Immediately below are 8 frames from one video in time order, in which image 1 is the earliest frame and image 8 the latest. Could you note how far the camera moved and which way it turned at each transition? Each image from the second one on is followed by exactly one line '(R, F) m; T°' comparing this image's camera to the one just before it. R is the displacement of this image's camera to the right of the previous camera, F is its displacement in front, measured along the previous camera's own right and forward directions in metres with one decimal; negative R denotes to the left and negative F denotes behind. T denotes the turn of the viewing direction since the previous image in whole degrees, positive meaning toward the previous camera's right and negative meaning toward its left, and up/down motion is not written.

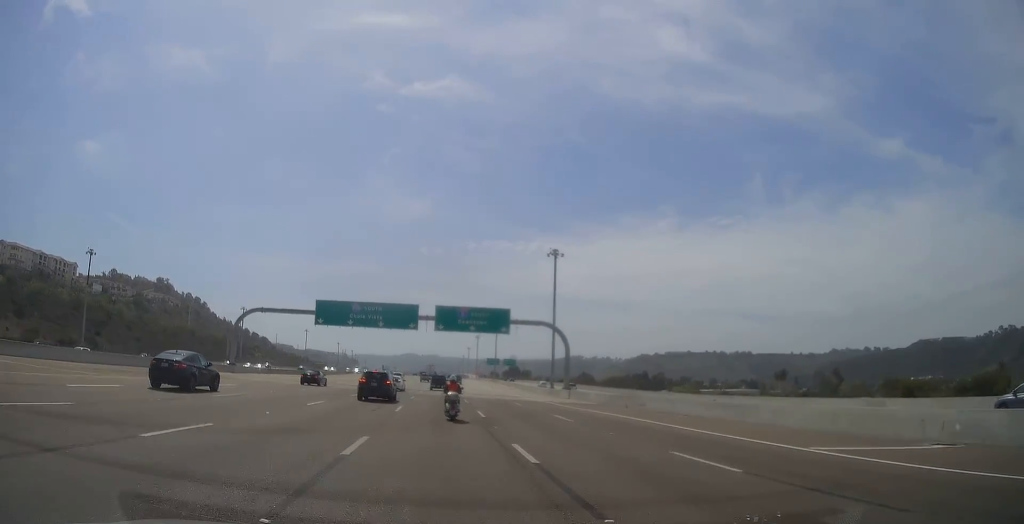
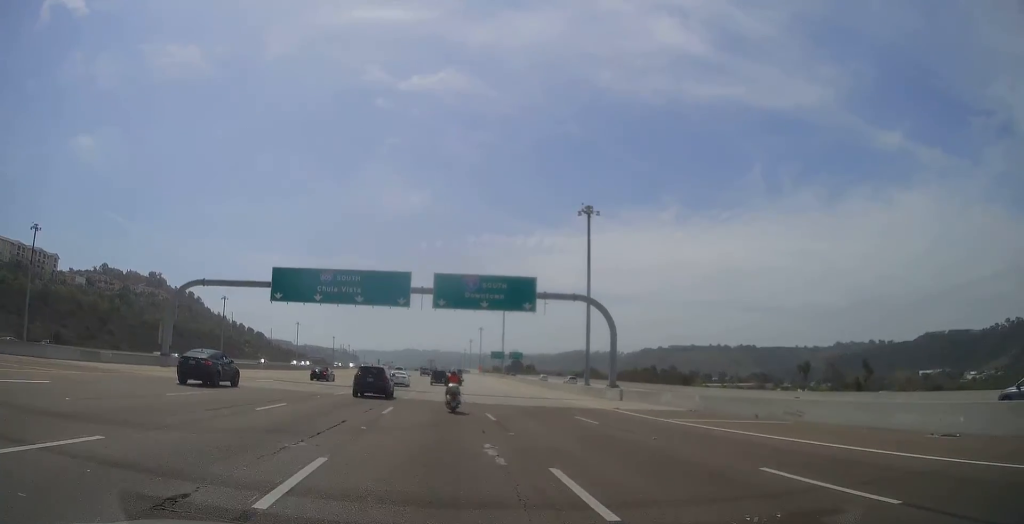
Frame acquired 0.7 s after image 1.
(-0.1, +19.9) m; 0°
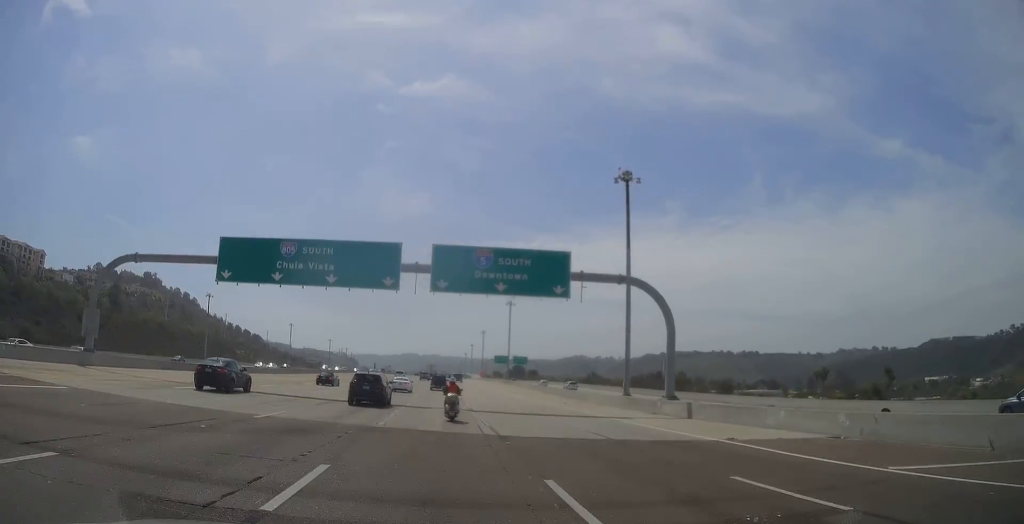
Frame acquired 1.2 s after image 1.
(0.0, +14.0) m; 0°
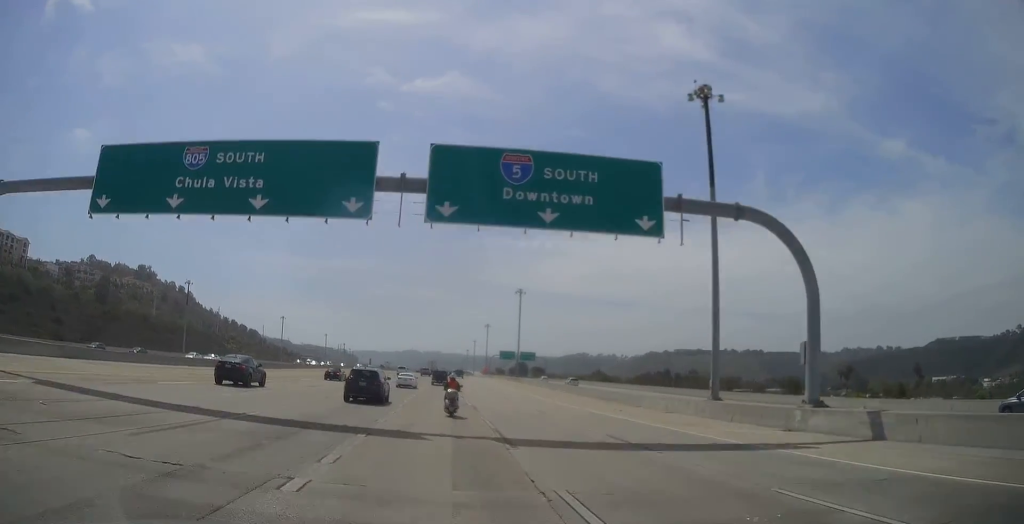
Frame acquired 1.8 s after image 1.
(0.0, +16.9) m; 0°
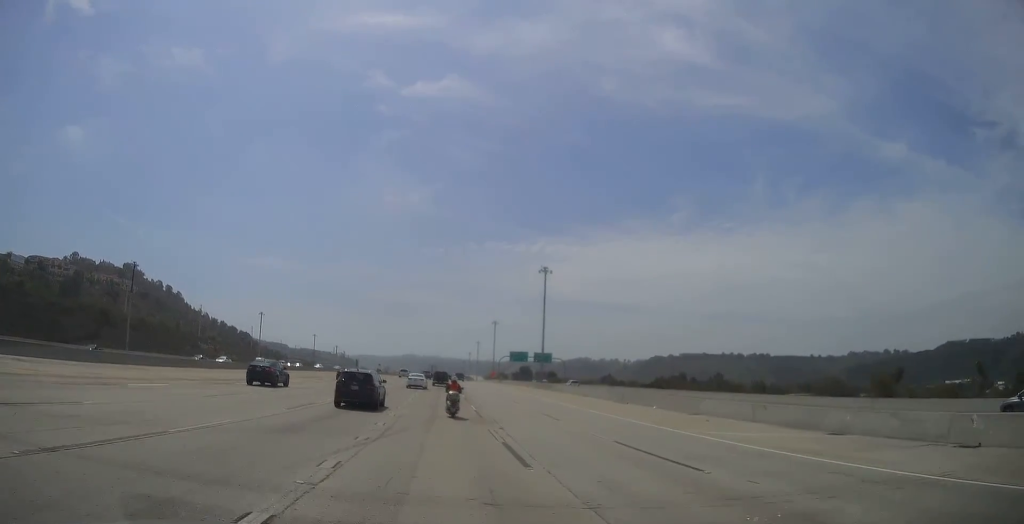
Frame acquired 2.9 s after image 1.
(-0.2, +32.3) m; 0°
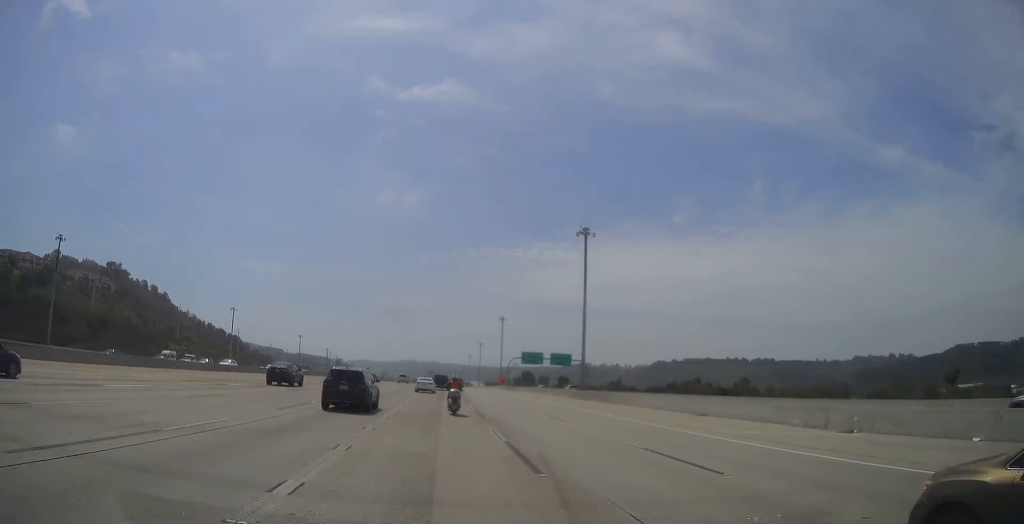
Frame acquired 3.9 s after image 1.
(0.0, +30.1) m; 0°
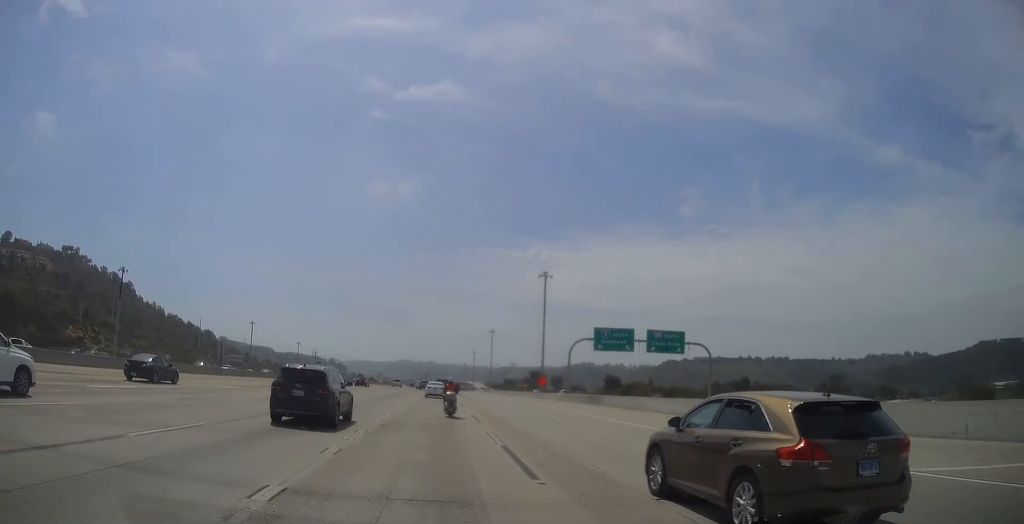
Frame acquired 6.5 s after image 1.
(+1.3, +74.0) m; +1°
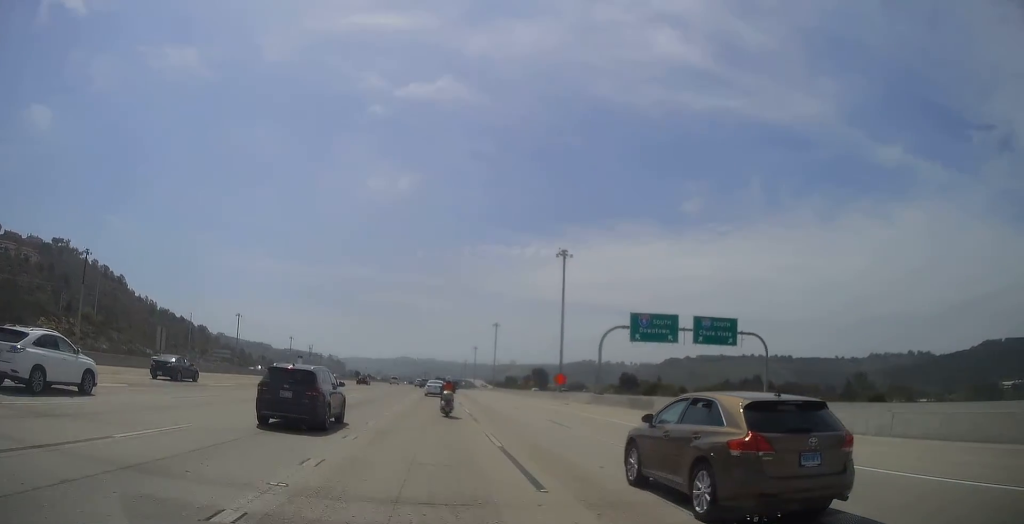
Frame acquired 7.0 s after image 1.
(-0.1, +15.4) m; -1°
